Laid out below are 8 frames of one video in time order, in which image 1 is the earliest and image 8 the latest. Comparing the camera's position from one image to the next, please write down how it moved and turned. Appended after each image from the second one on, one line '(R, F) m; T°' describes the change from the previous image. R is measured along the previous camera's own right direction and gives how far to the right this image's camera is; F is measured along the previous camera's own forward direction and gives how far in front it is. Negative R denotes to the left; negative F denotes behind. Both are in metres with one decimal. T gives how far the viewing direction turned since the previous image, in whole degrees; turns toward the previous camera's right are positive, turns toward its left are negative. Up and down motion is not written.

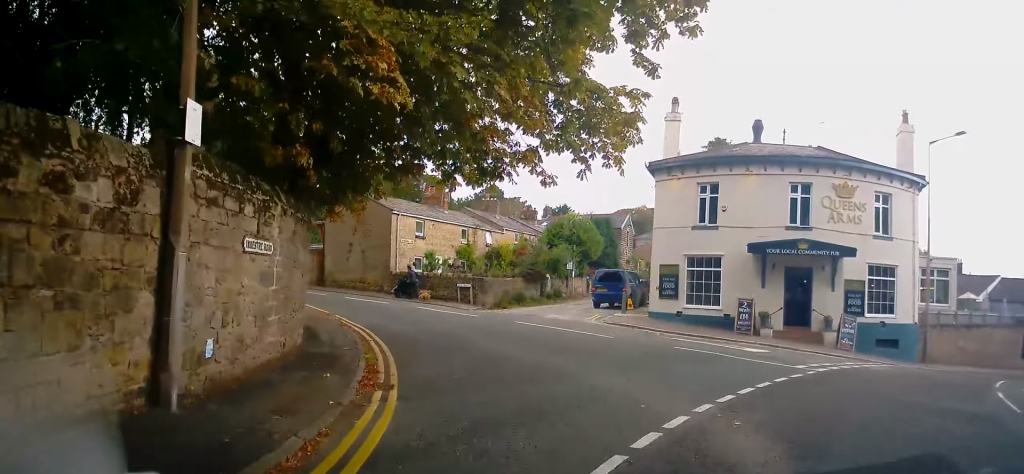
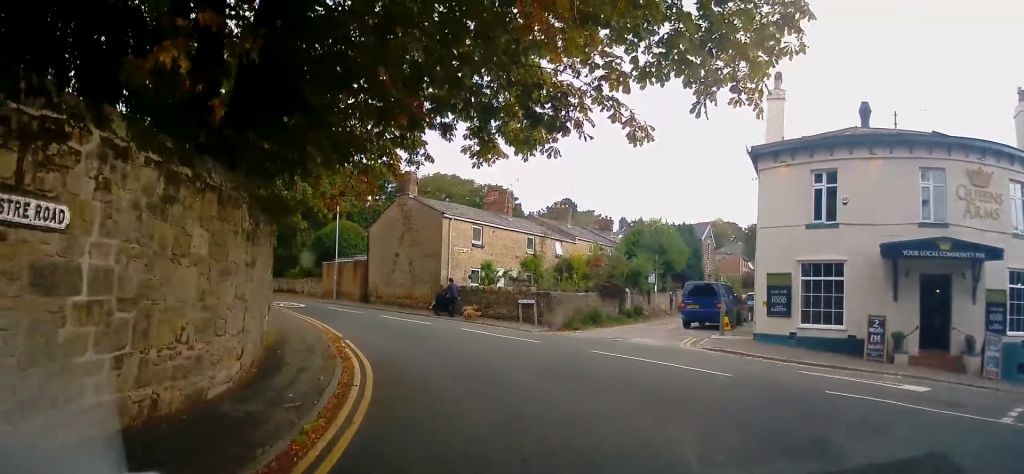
(-0.4, +5.2) m; -6°
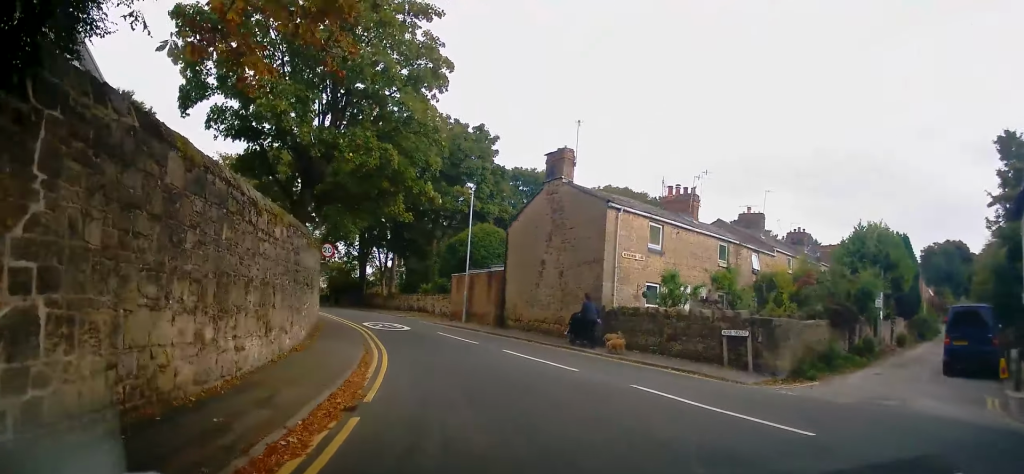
(-0.7, +9.1) m; -12°
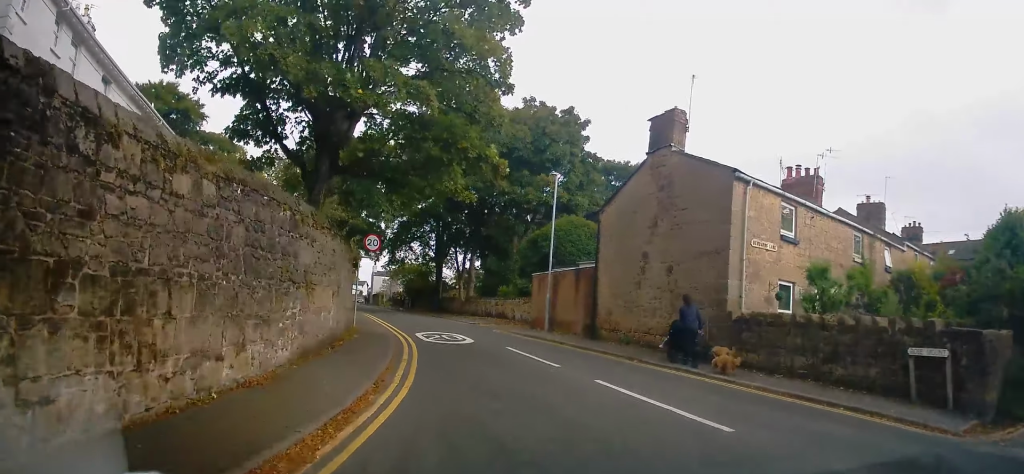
(-0.4, +5.1) m; -13°
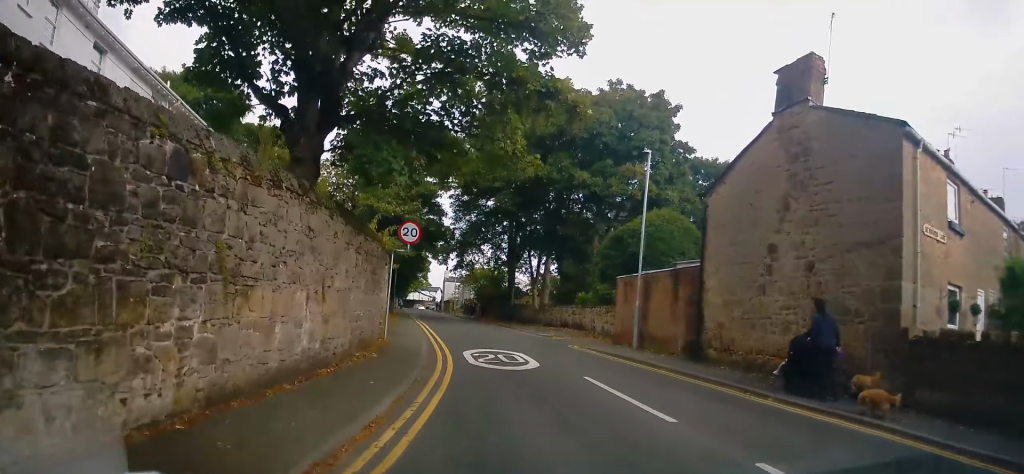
(-0.6, +4.7) m; -9°
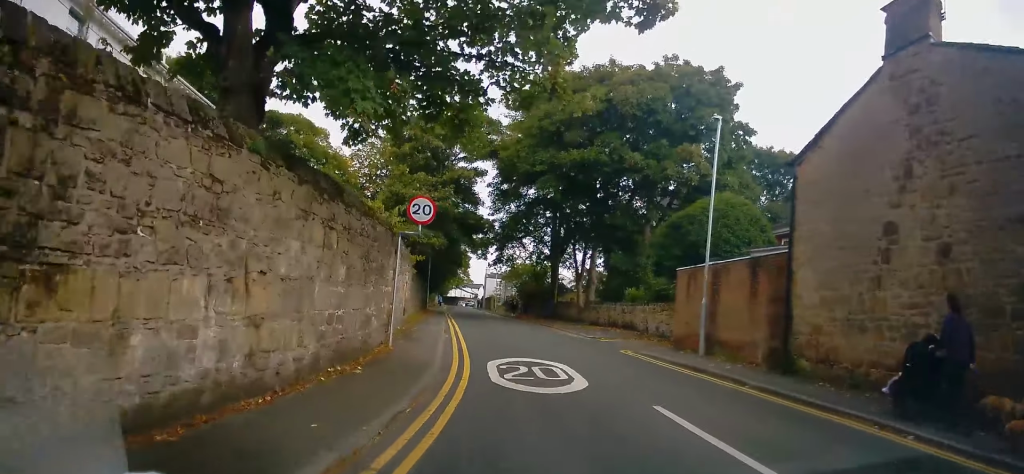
(-0.2, +3.3) m; -4°
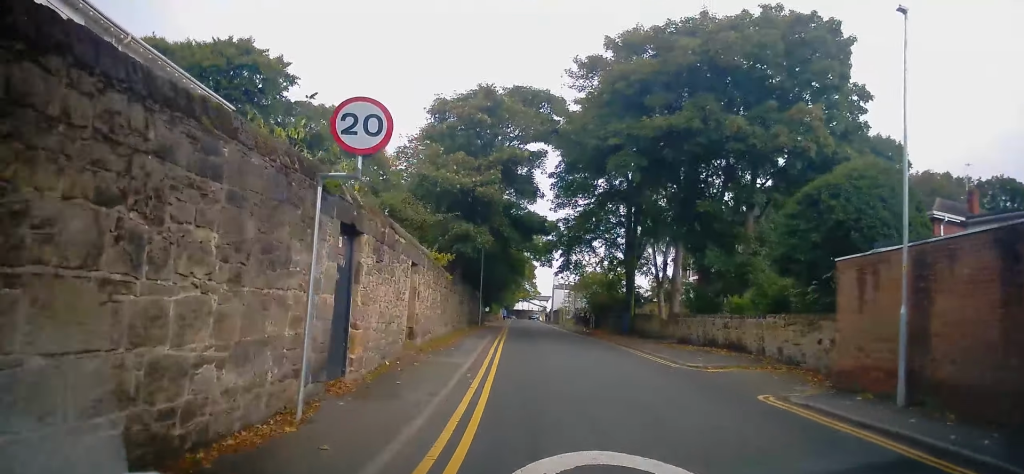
(-0.4, +6.9) m; -5°
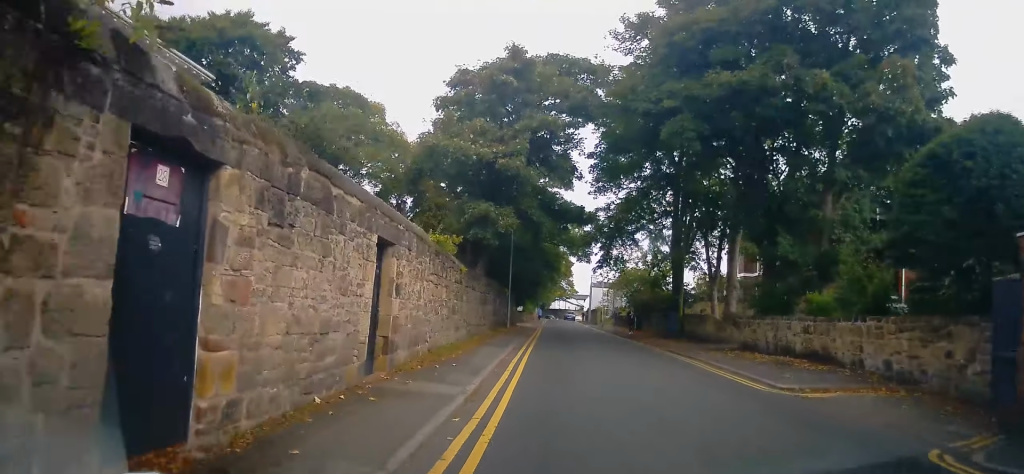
(-0.1, +4.4) m; -2°
